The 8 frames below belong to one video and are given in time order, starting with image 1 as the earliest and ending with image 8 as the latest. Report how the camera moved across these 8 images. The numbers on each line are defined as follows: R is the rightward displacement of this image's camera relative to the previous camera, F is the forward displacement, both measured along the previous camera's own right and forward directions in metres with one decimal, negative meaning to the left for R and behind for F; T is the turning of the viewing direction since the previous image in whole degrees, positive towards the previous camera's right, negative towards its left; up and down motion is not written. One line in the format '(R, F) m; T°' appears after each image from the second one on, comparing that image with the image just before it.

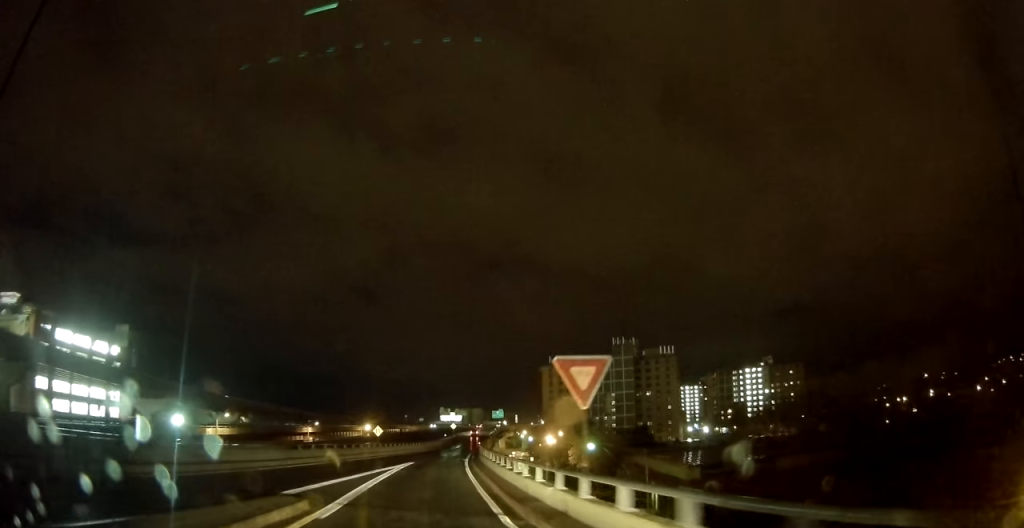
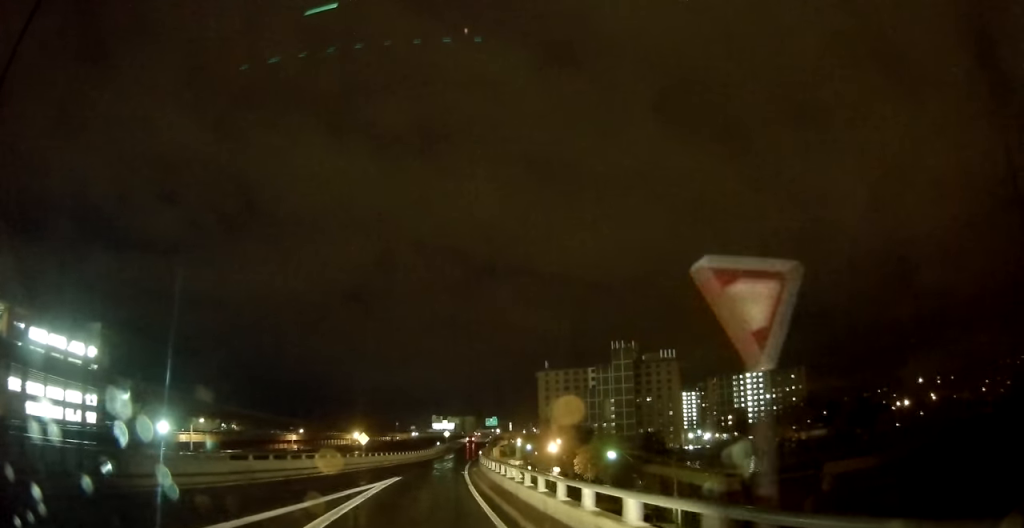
(+0.2, +7.7) m; +1°
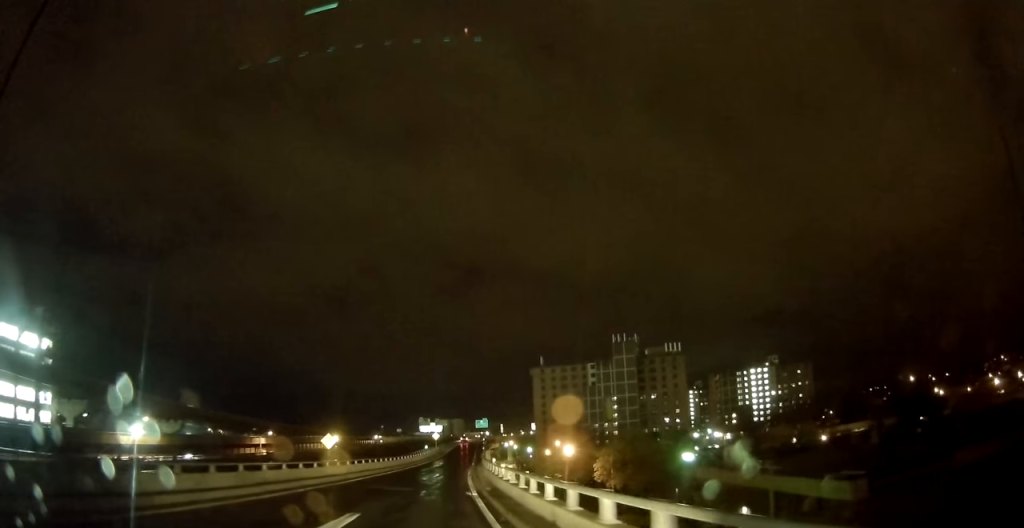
(0.0, +15.8) m; +1°
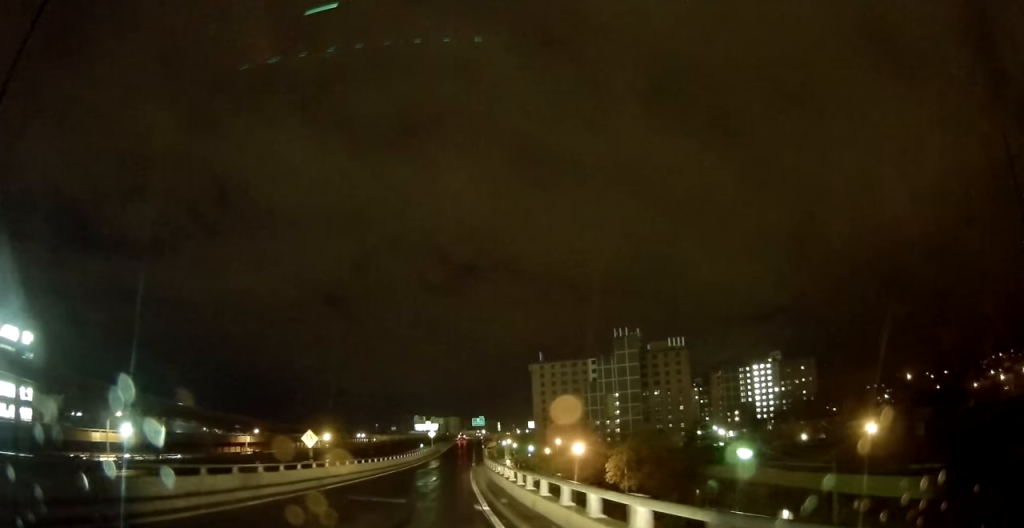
(0.0, +6.1) m; +1°
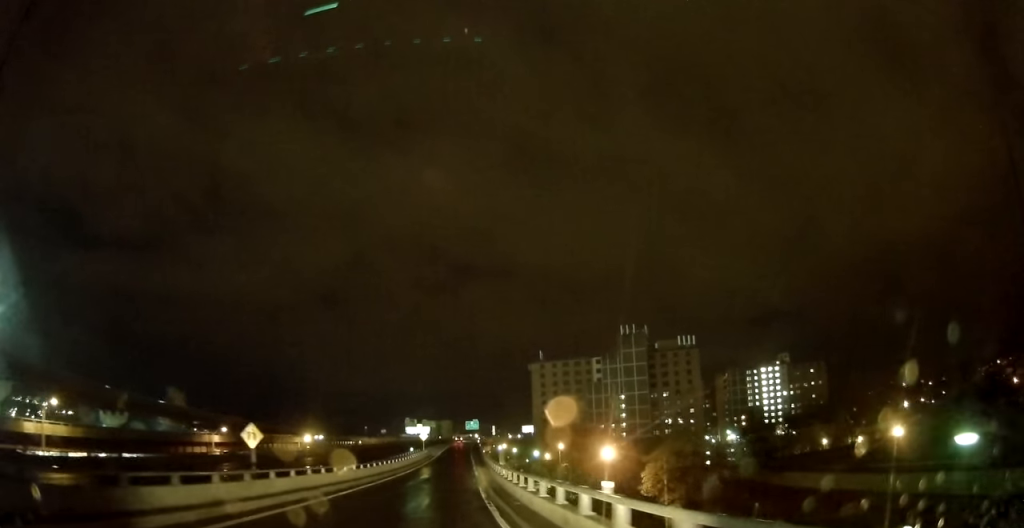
(+0.3, +12.6) m; +1°
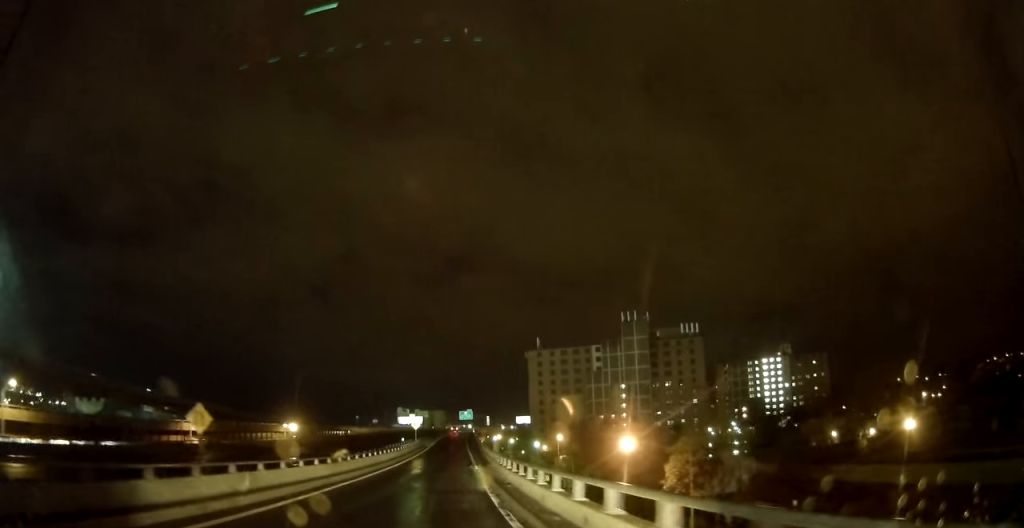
(+0.1, +6.3) m; 0°
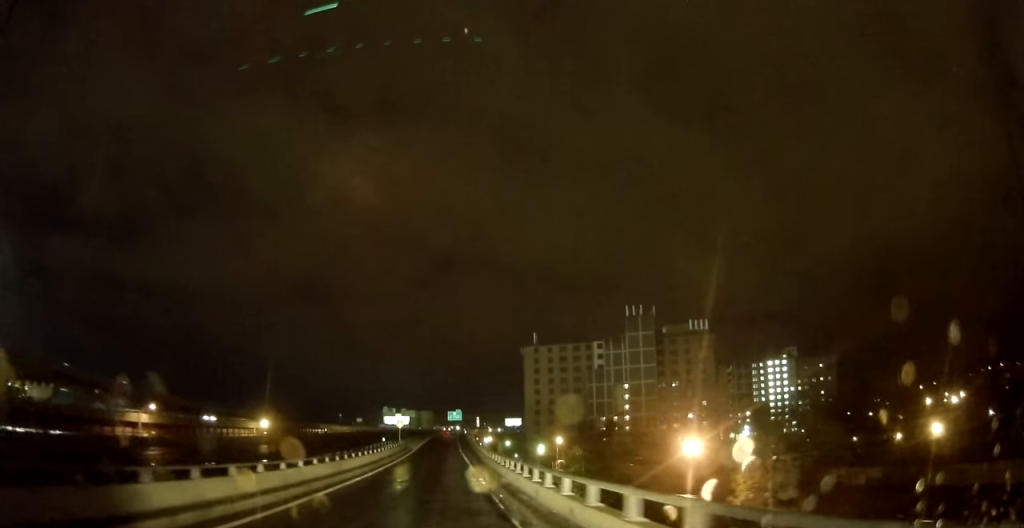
(-0.1, +12.4) m; 0°
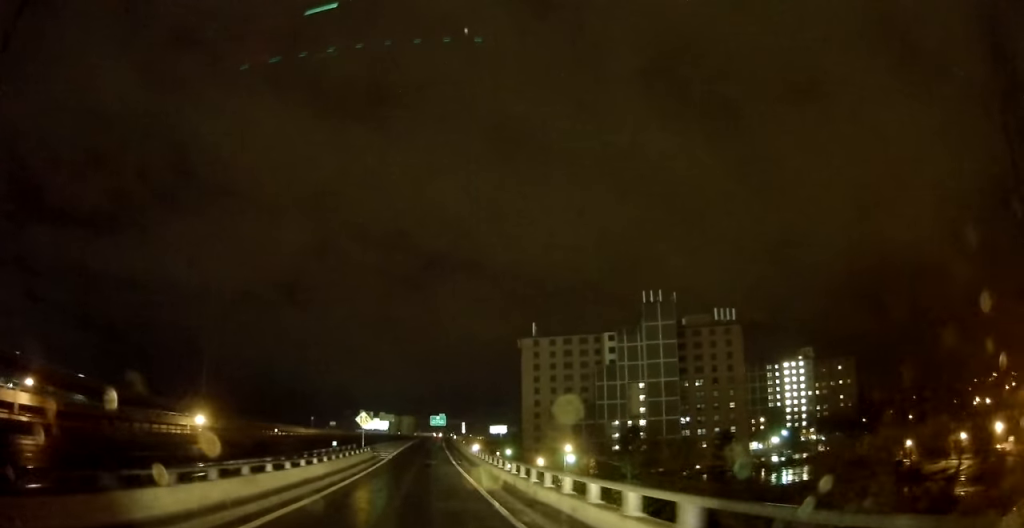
(+0.3, +23.0) m; +2°
